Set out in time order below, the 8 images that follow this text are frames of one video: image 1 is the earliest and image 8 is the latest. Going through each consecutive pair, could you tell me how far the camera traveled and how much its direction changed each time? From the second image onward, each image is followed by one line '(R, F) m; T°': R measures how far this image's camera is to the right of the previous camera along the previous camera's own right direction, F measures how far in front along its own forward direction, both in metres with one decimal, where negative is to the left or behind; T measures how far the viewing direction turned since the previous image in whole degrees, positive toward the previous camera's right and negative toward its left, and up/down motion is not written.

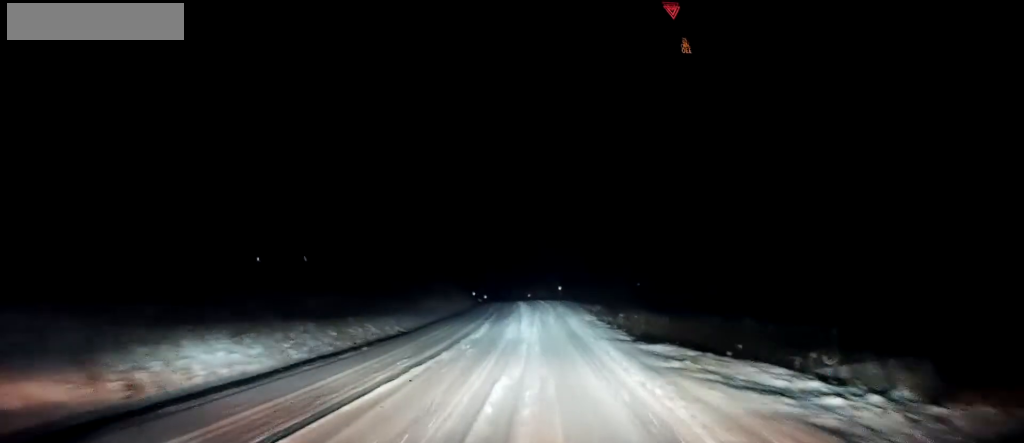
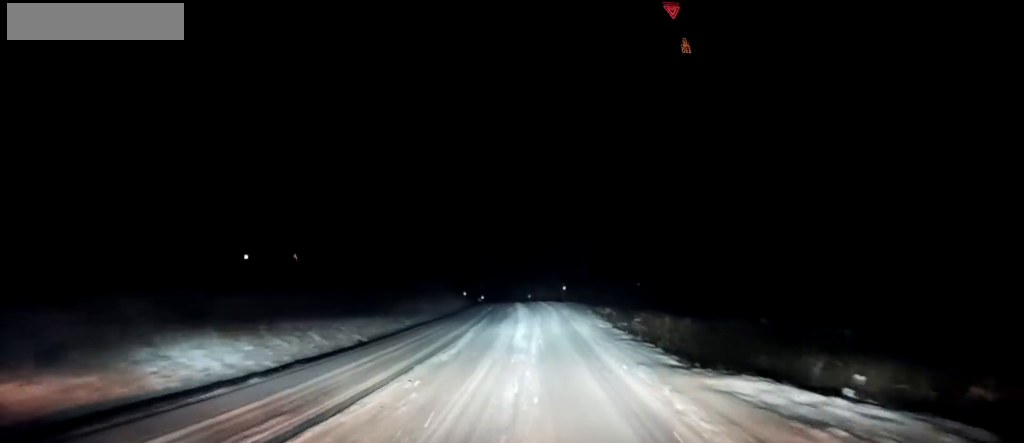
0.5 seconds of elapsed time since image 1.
(+0.2, +6.2) m; 0°
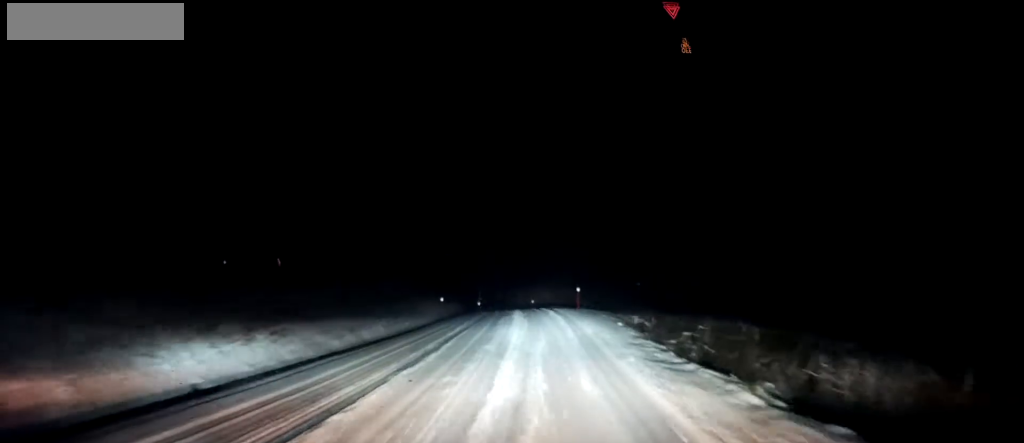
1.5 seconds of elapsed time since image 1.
(0.0, +10.9) m; -1°
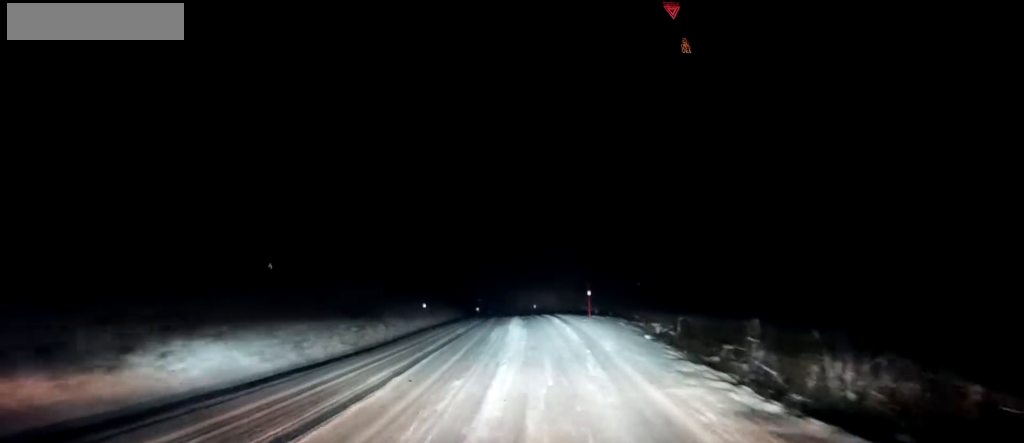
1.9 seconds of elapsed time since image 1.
(-0.1, +5.1) m; -1°
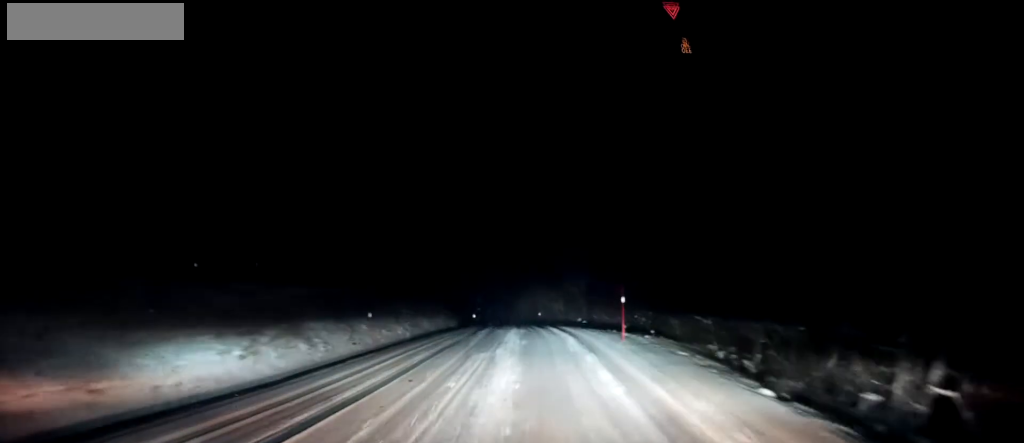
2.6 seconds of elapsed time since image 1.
(-0.1, +8.6) m; 0°
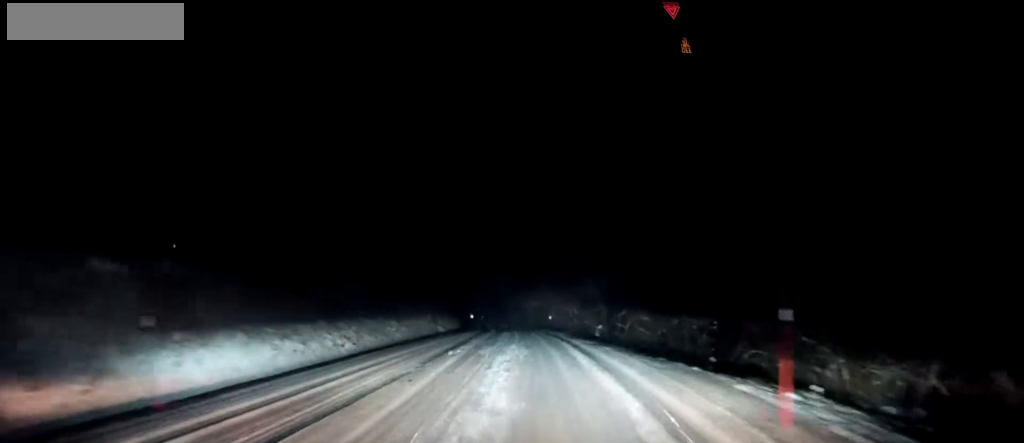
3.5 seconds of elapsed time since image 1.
(0.0, +10.1) m; 0°
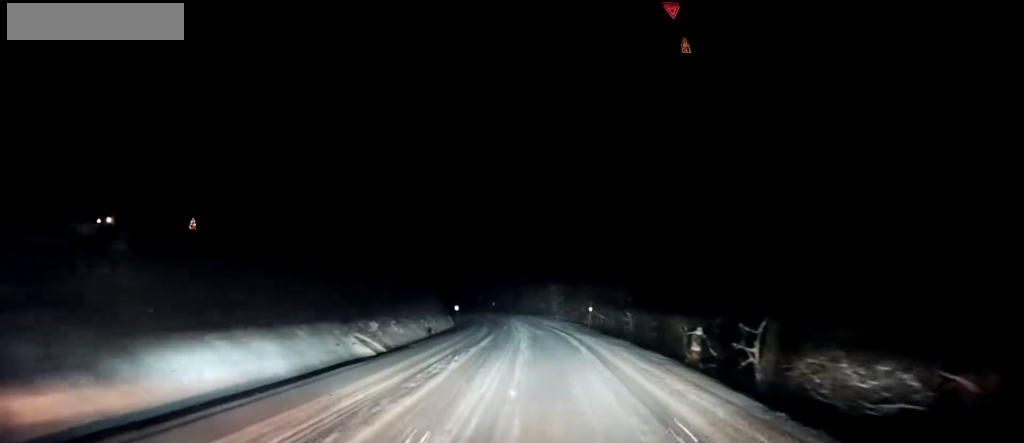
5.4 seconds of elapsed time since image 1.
(-0.4, +22.0) m; -3°
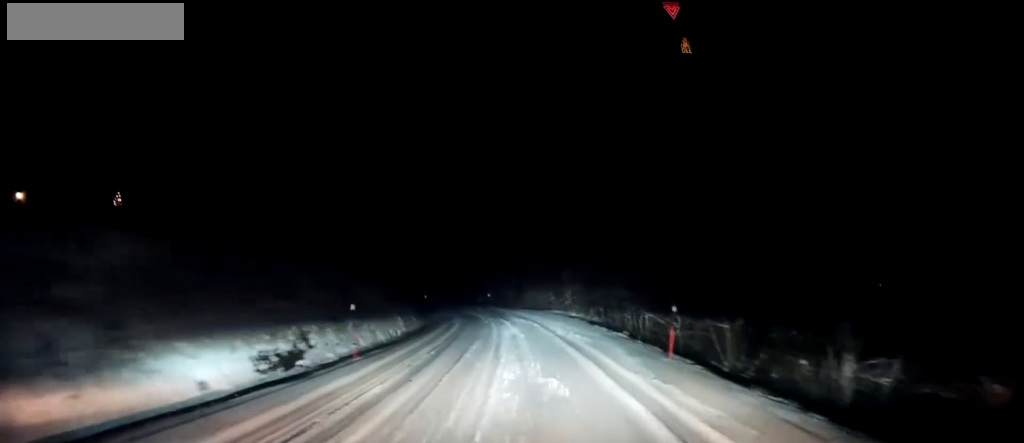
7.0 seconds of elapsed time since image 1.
(-0.4, +18.0) m; -1°
